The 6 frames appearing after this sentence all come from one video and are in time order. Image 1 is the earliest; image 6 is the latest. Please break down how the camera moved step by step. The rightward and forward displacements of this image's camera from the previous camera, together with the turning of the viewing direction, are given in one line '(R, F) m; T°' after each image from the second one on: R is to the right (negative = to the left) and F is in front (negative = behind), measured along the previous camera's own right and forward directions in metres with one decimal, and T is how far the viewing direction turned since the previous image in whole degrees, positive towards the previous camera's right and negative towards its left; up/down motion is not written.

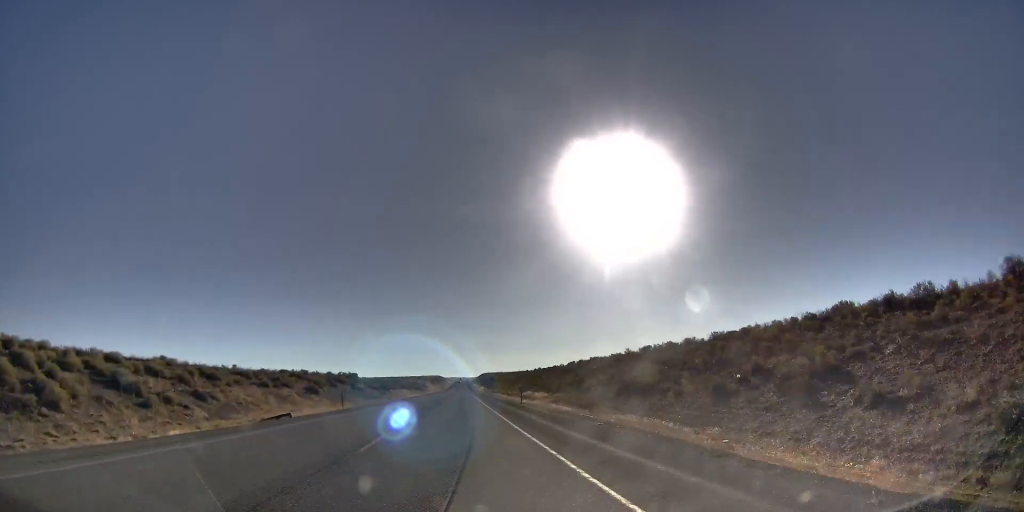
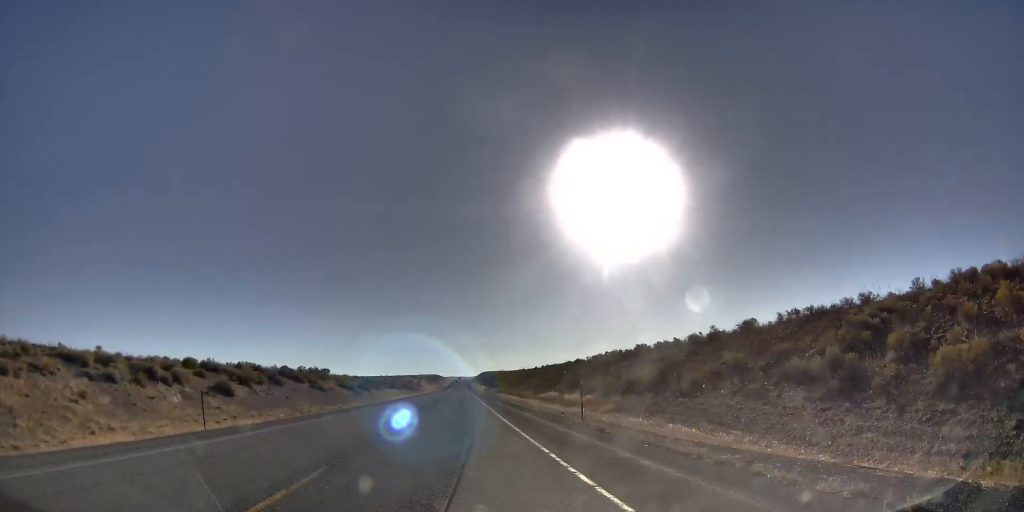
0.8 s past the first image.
(-0.2, +23.6) m; -1°
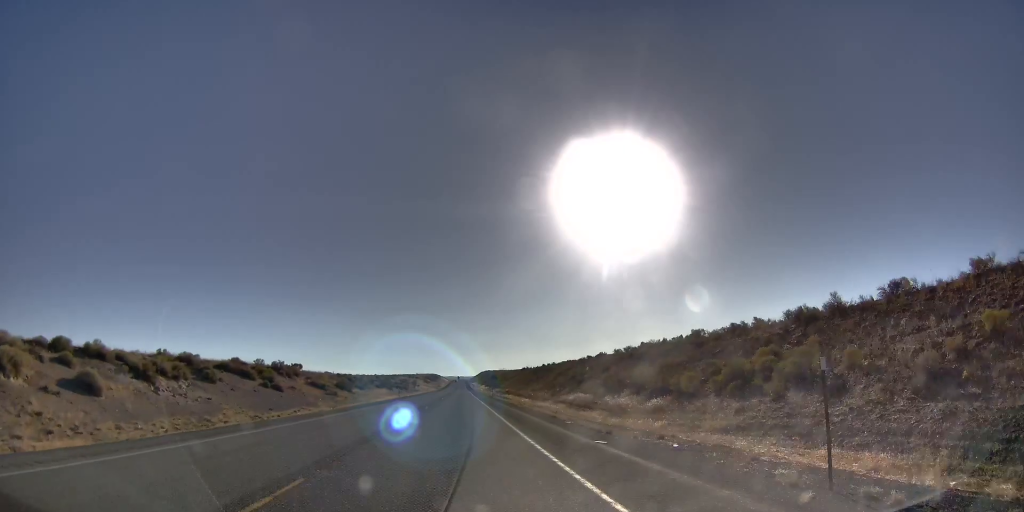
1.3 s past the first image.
(-0.2, +15.8) m; -1°
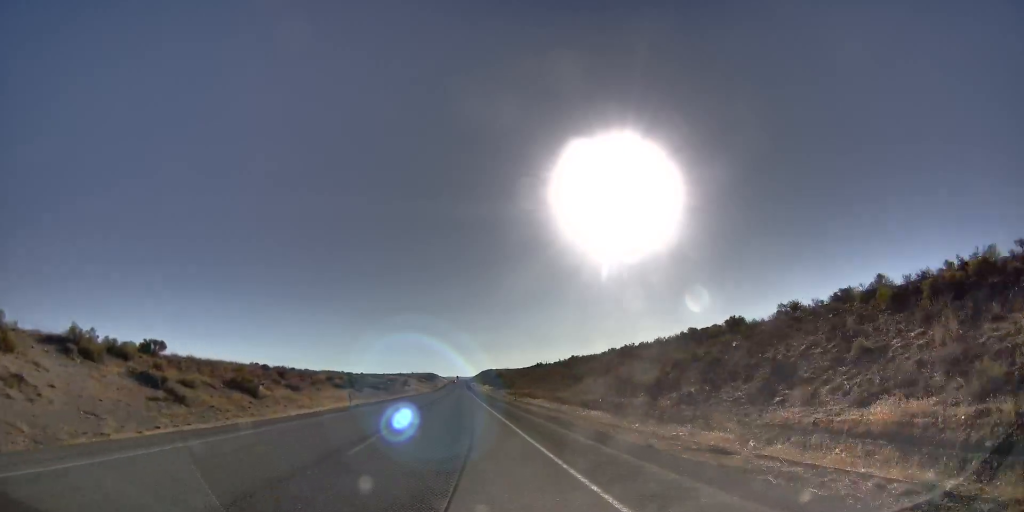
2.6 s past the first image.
(-0.3, +37.5) m; -2°
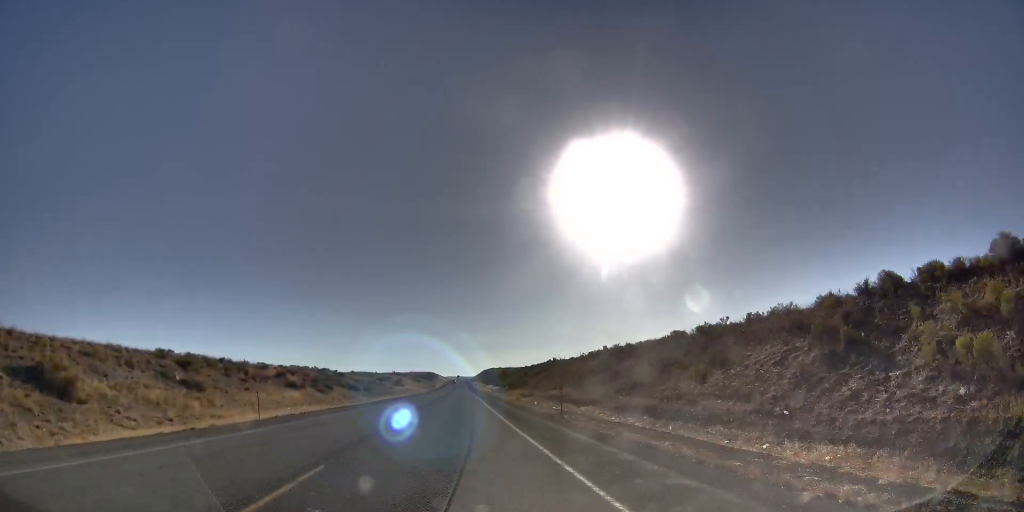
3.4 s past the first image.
(-0.5, +22.6) m; +1°
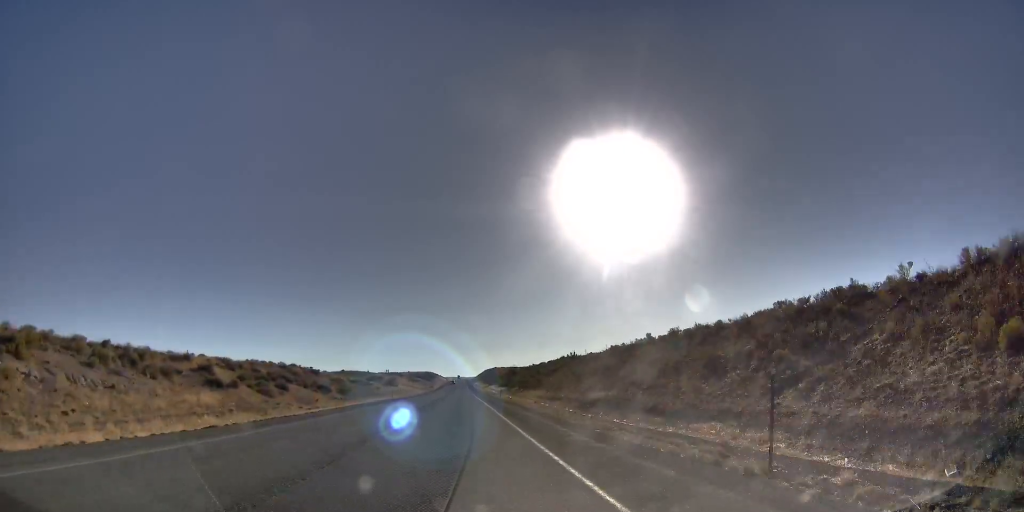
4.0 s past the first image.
(+0.2, +18.5) m; +1°
